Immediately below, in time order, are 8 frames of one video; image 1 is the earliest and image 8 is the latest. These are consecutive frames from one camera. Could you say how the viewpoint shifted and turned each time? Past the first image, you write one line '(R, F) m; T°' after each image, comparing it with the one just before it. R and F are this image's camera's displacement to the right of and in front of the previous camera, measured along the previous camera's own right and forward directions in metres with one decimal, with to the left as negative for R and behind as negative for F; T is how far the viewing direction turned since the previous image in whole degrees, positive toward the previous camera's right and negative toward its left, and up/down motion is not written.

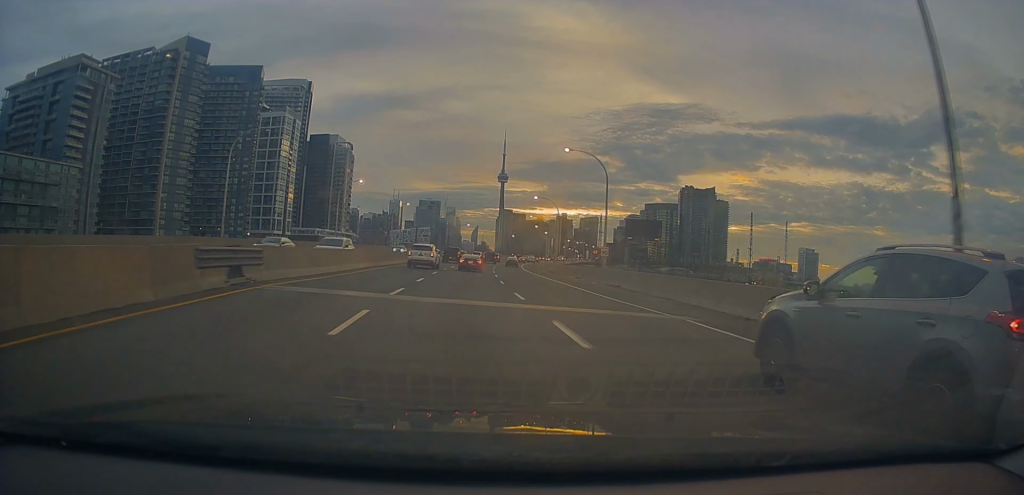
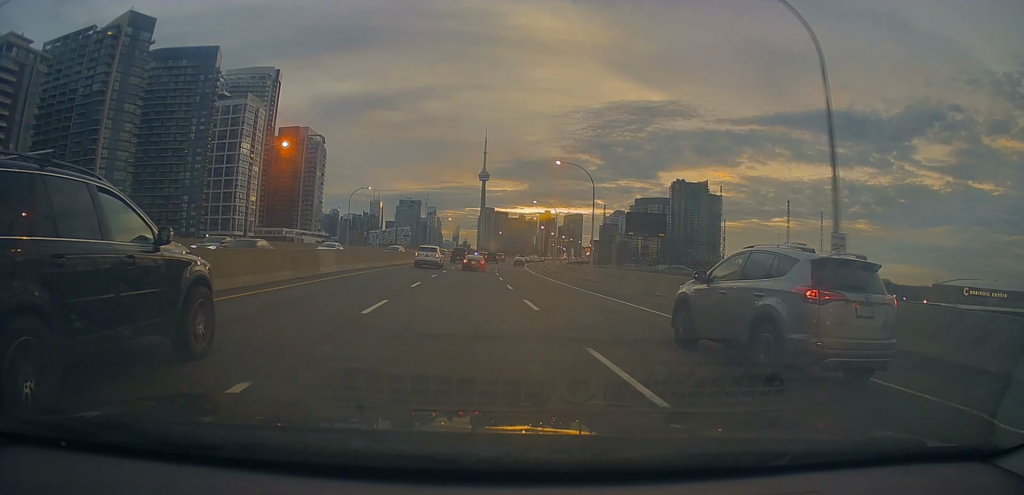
(+0.2, +30.2) m; +1°
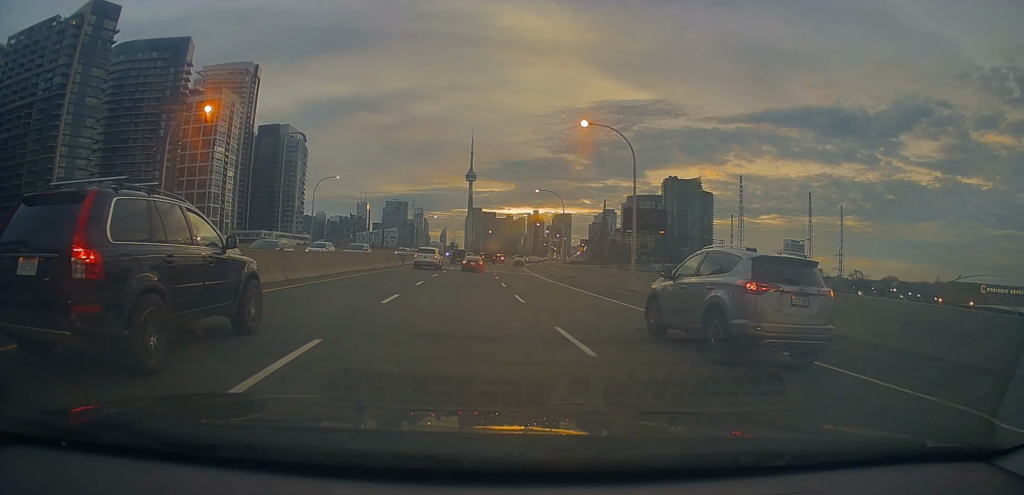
(0.0, +15.4) m; +1°
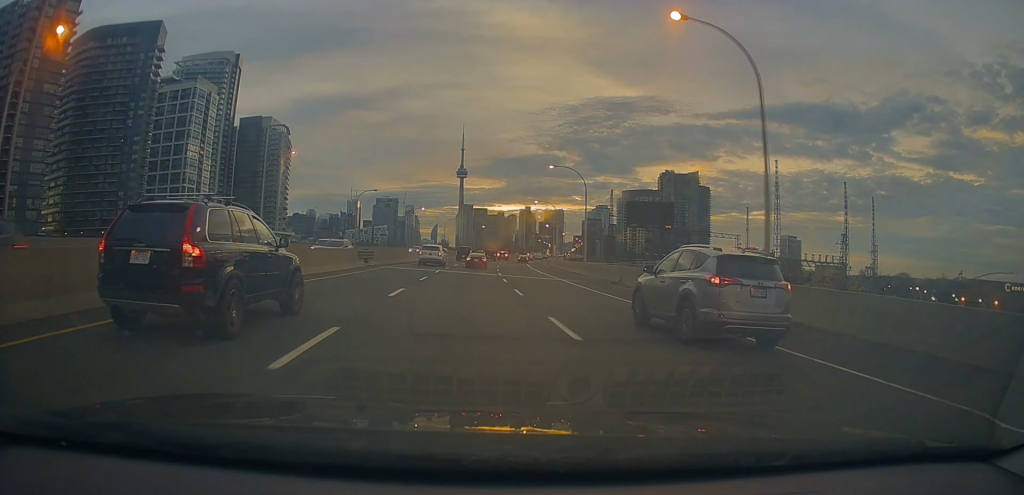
(+0.3, +17.1) m; +2°
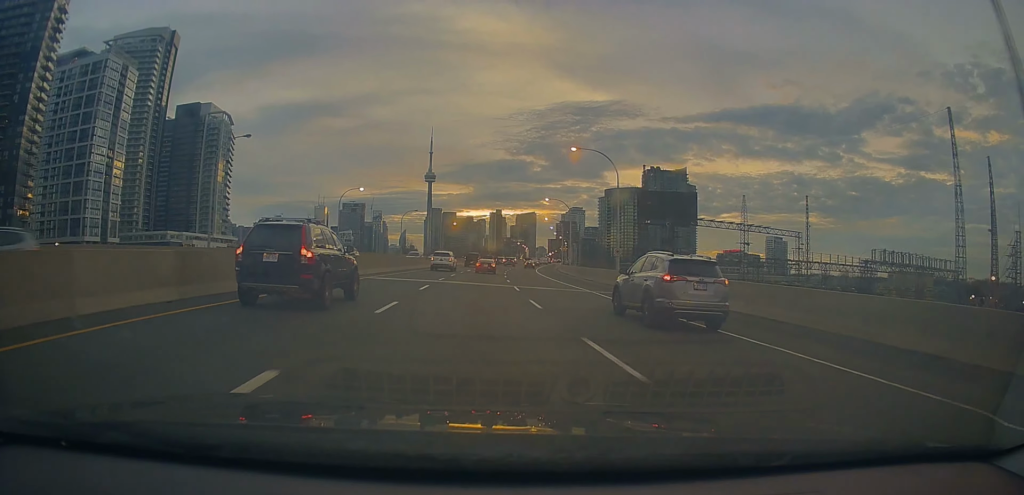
(+0.3, +47.9) m; +1°
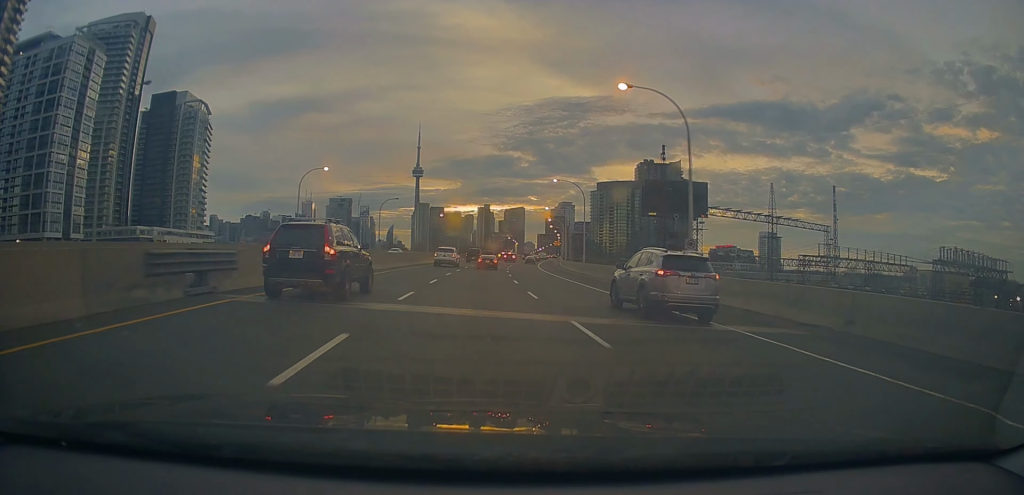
(+0.2, +15.6) m; +2°
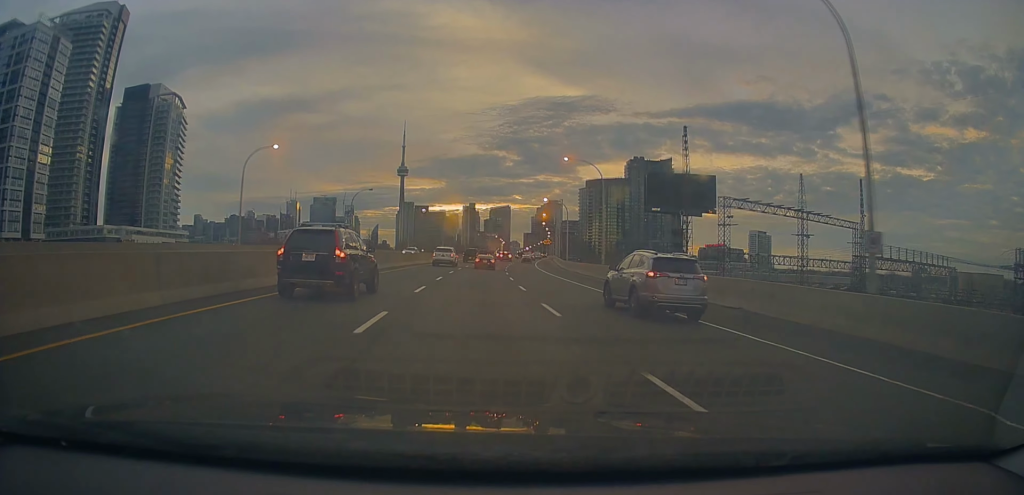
(+0.3, +14.2) m; +2°
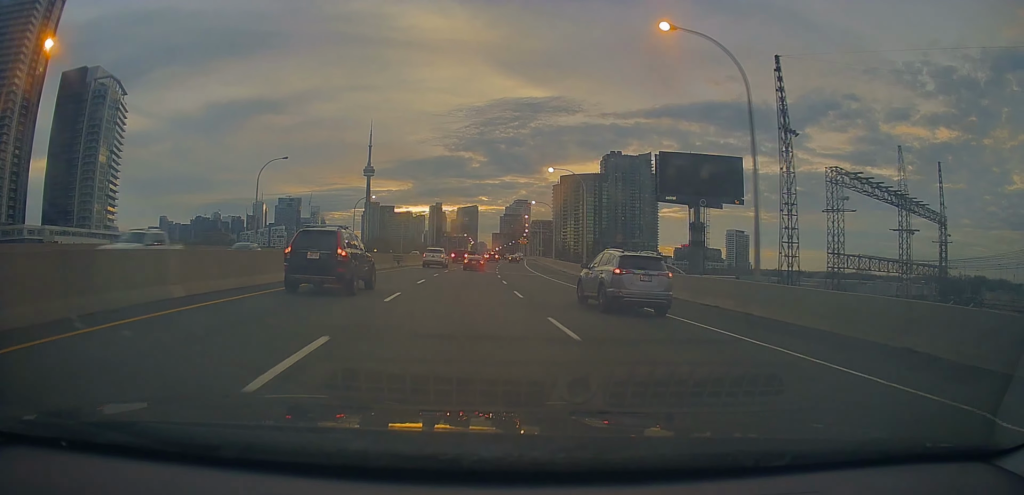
(+0.9, +30.4) m; +3°
